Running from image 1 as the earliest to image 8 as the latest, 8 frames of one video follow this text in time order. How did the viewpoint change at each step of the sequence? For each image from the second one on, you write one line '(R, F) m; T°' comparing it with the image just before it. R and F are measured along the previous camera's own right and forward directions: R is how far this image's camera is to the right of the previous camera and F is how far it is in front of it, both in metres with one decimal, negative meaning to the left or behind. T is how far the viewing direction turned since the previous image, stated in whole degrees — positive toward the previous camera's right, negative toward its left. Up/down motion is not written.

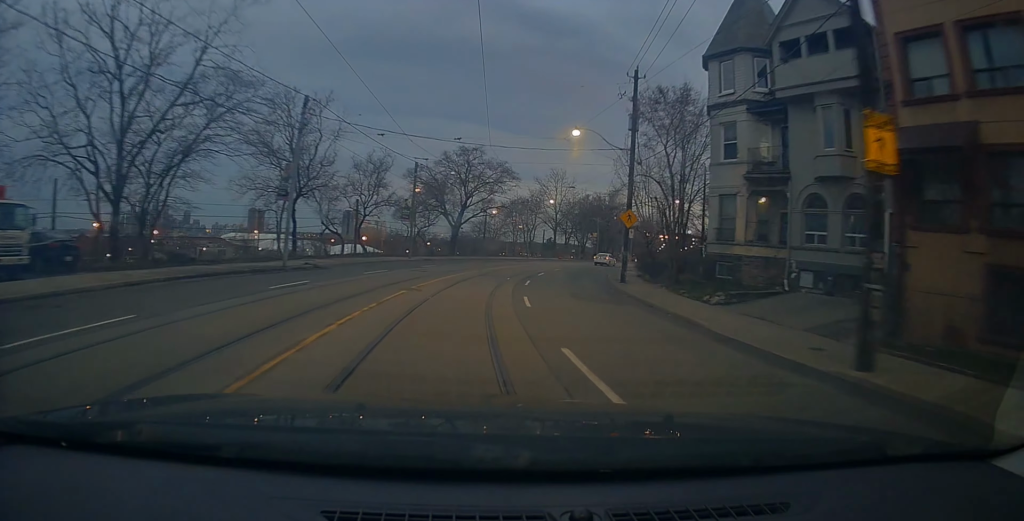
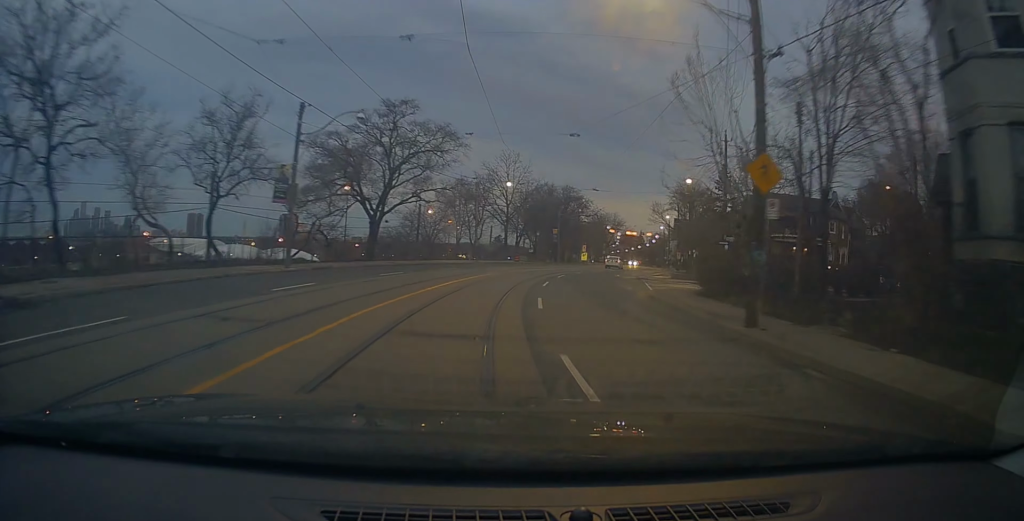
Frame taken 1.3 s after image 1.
(+0.4, +18.8) m; +6°
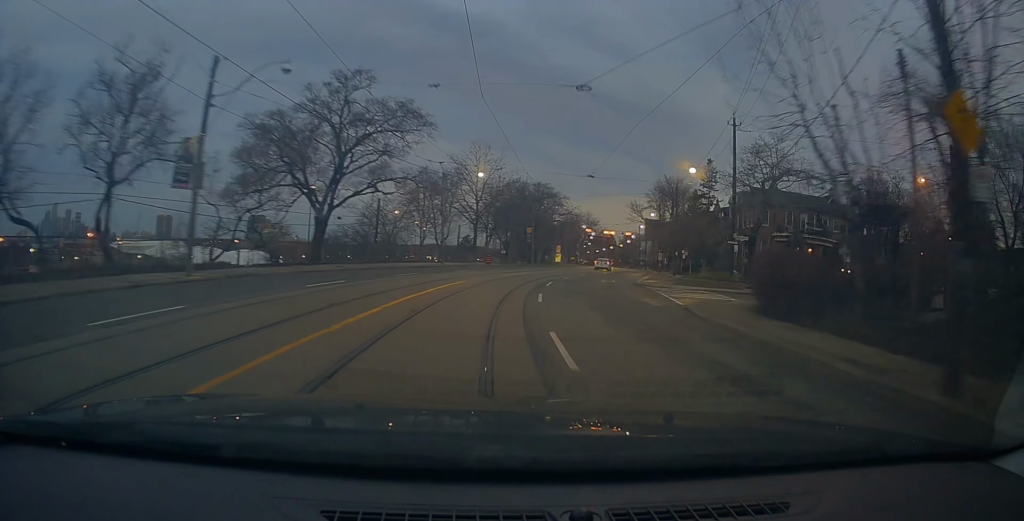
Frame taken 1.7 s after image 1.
(+0.4, +7.0) m; +4°
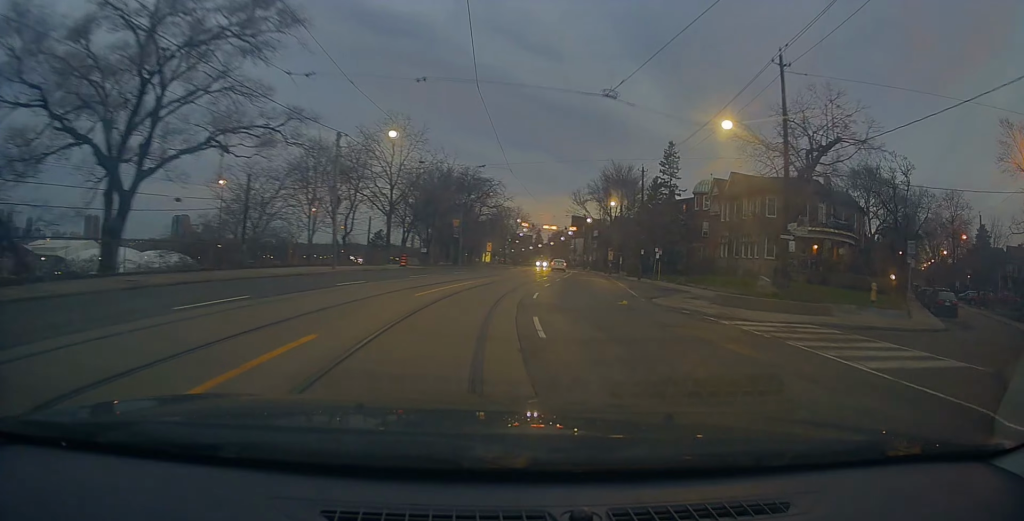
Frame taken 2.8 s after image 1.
(+1.2, +15.4) m; +8°
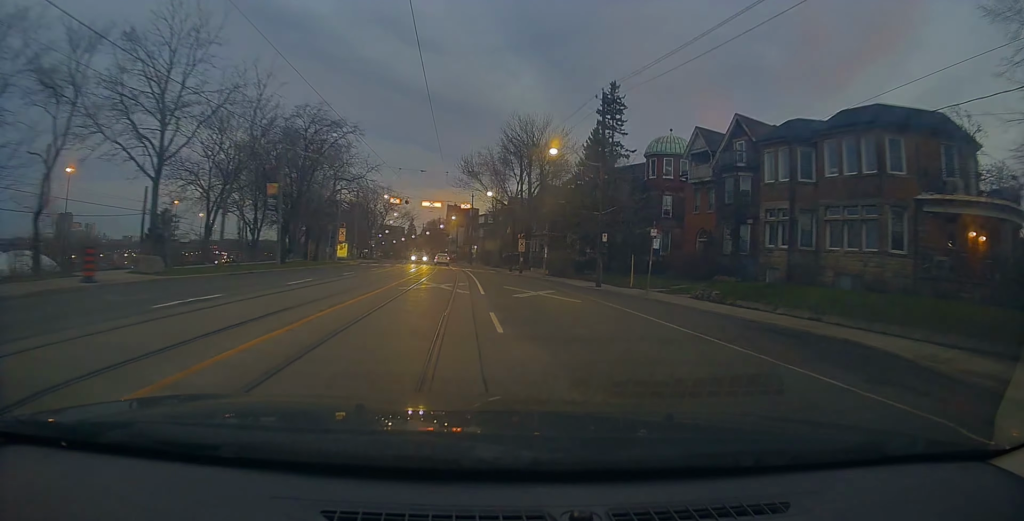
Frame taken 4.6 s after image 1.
(+2.1, +26.6) m; +8°
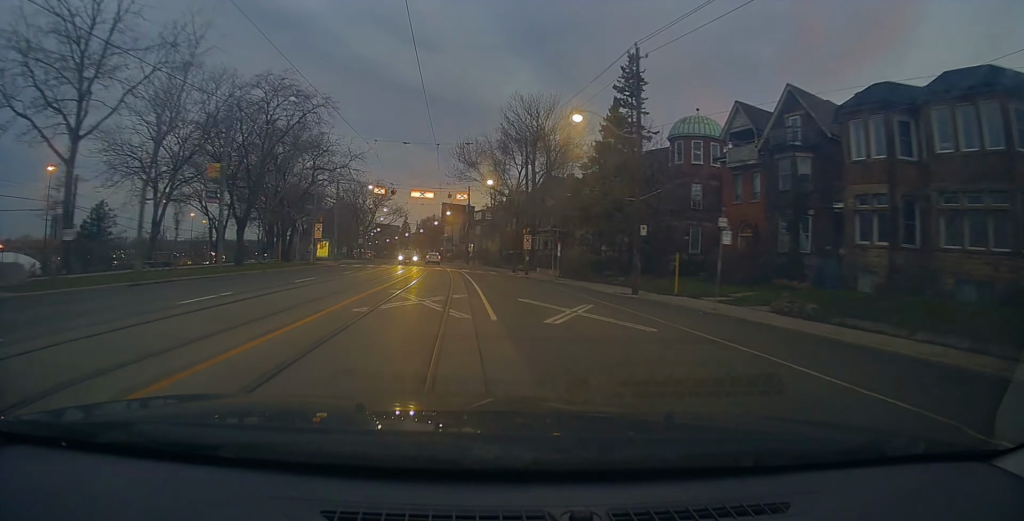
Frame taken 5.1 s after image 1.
(-0.1, +7.8) m; +2°
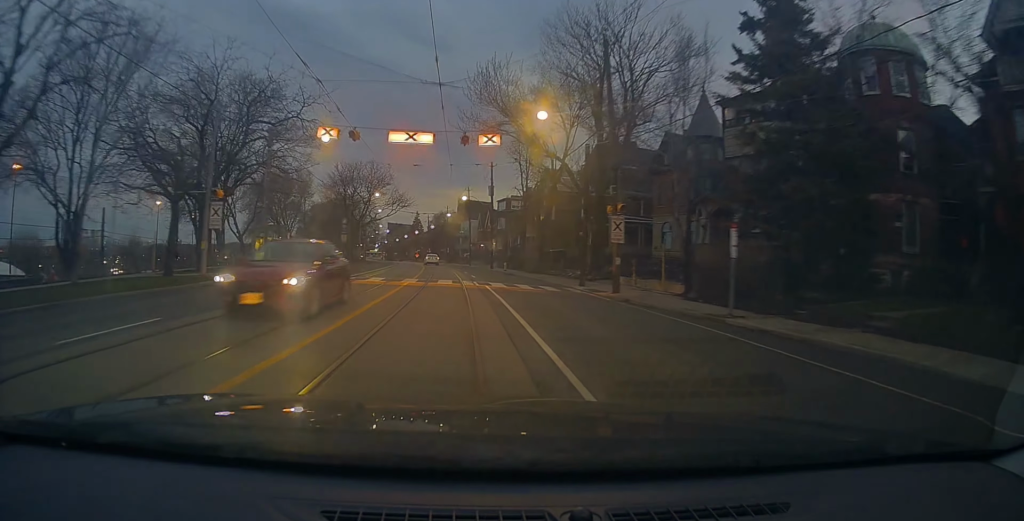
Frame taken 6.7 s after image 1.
(+0.1, +22.9) m; -3°
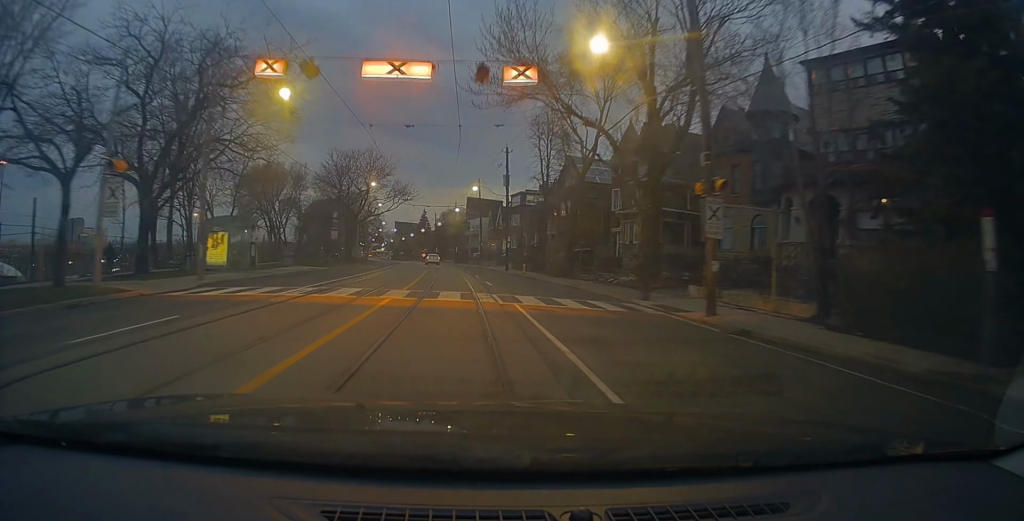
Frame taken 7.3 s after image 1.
(-0.3, +8.8) m; -2°
